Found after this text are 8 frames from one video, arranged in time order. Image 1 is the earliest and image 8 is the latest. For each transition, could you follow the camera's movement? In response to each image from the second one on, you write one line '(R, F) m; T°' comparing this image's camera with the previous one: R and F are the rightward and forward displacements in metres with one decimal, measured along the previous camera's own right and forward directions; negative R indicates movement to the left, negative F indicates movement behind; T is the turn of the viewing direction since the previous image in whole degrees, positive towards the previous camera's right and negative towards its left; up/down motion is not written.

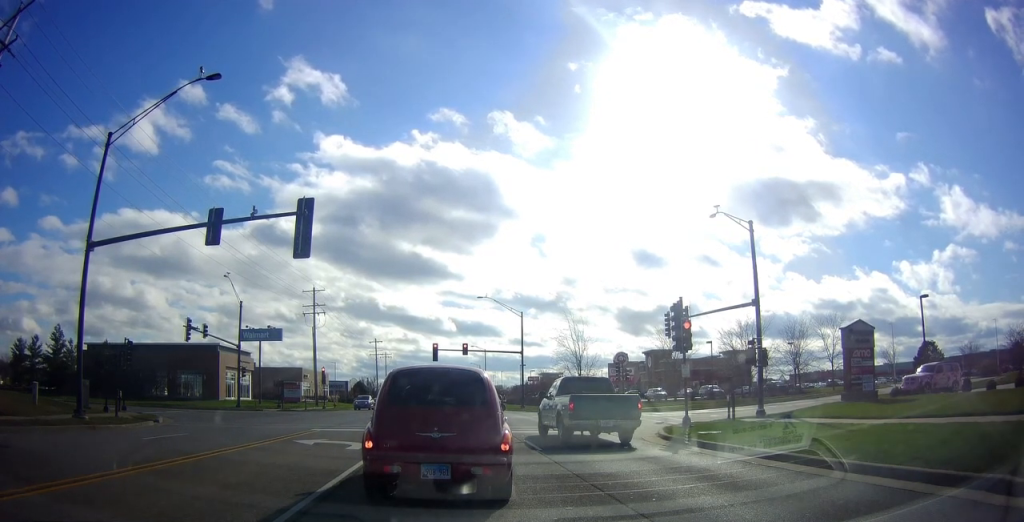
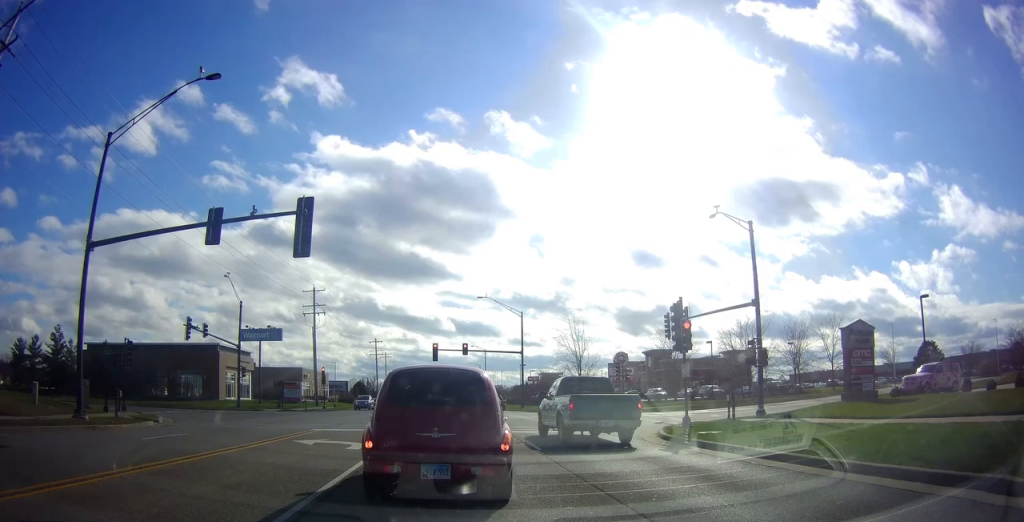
(0.0, 0.0) m; 0°
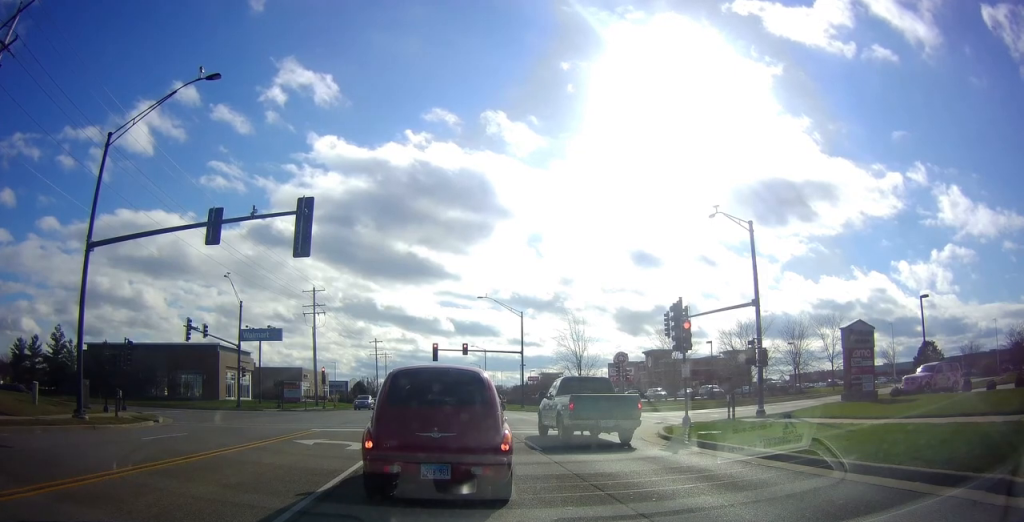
(0.0, 0.0) m; 0°
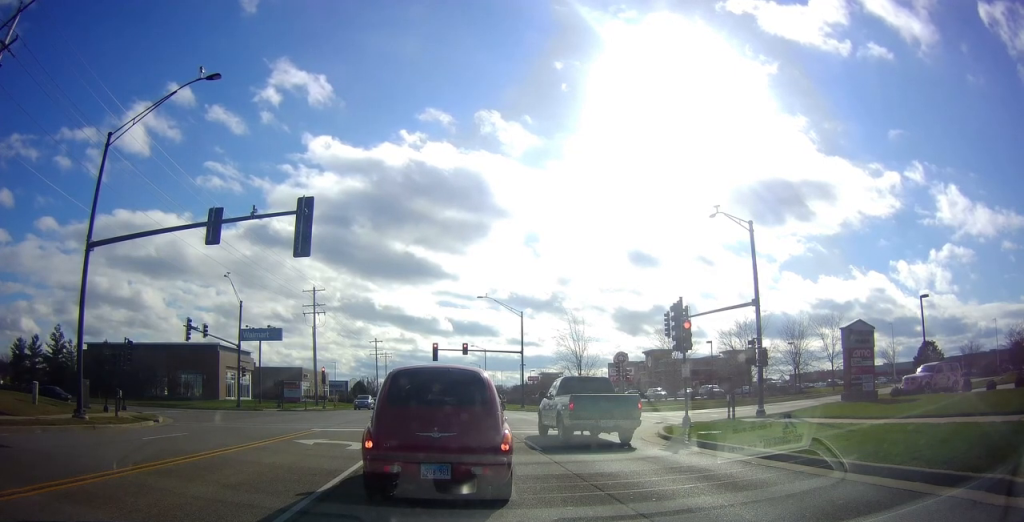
(0.0, 0.0) m; 0°
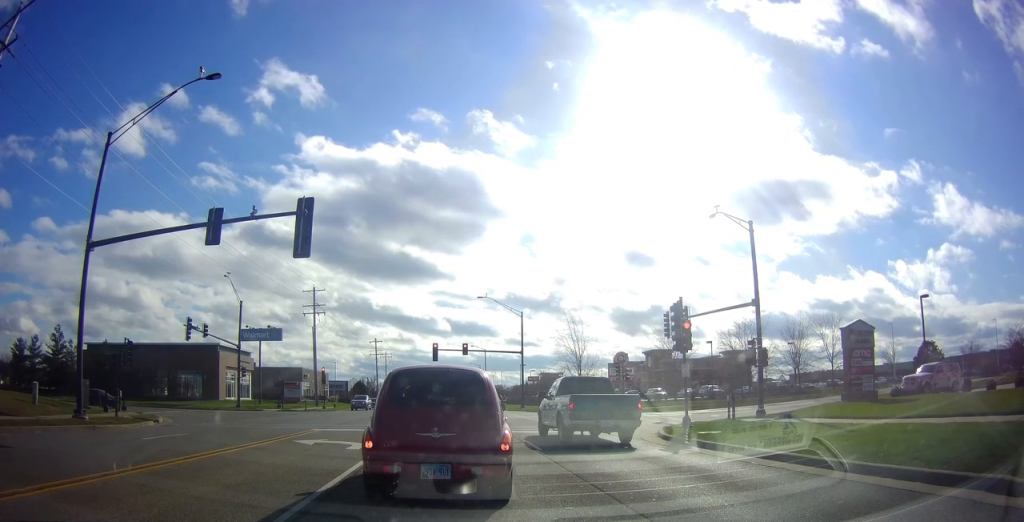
(0.0, 0.0) m; 0°
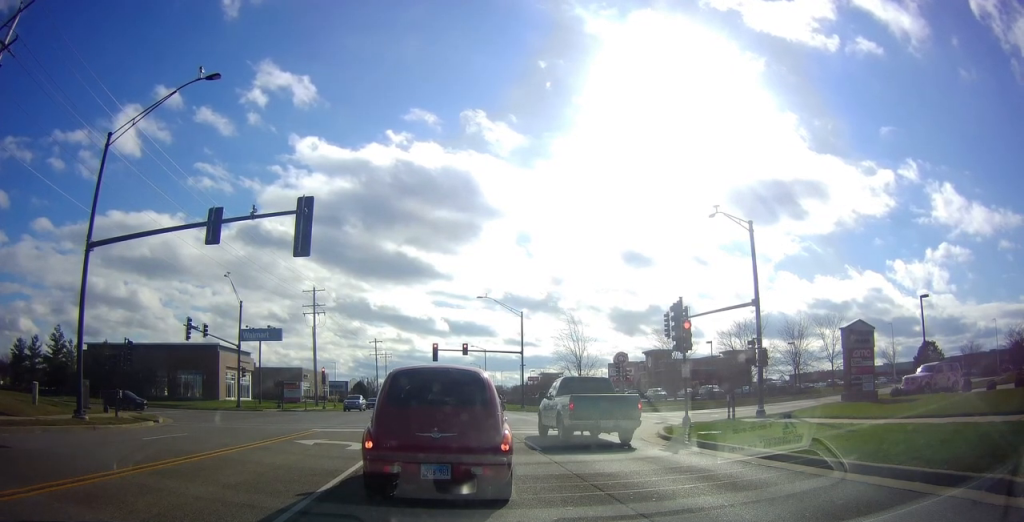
(0.0, 0.0) m; 0°
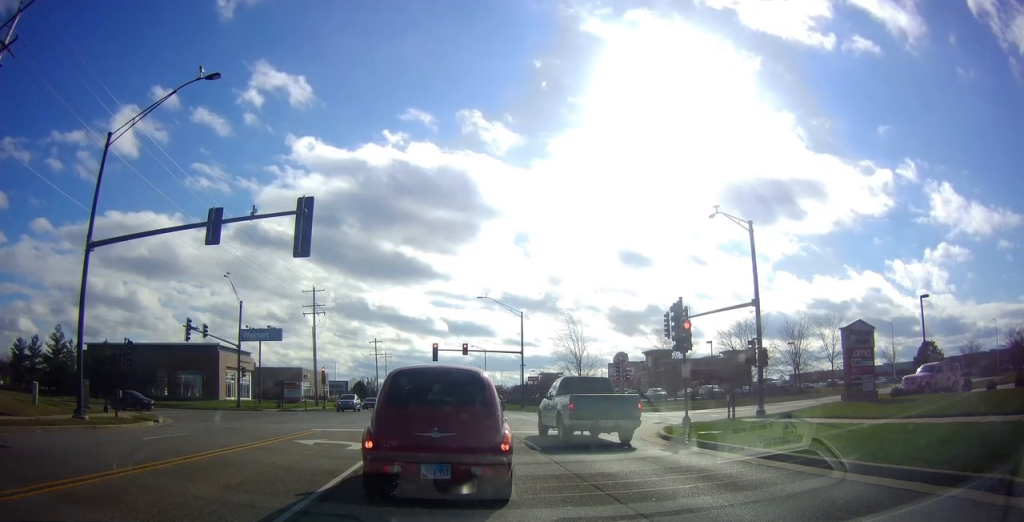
(0.0, 0.0) m; 0°
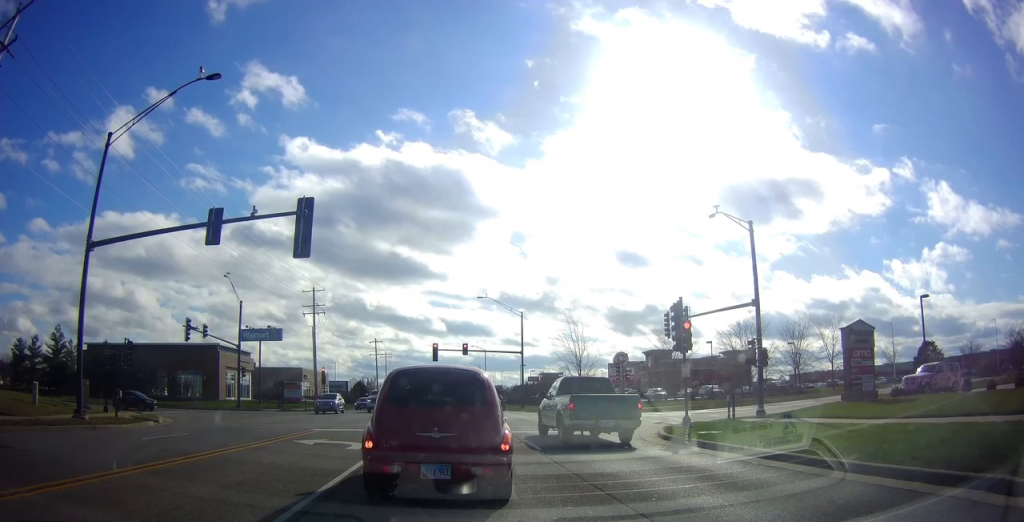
(0.0, 0.0) m; 0°
